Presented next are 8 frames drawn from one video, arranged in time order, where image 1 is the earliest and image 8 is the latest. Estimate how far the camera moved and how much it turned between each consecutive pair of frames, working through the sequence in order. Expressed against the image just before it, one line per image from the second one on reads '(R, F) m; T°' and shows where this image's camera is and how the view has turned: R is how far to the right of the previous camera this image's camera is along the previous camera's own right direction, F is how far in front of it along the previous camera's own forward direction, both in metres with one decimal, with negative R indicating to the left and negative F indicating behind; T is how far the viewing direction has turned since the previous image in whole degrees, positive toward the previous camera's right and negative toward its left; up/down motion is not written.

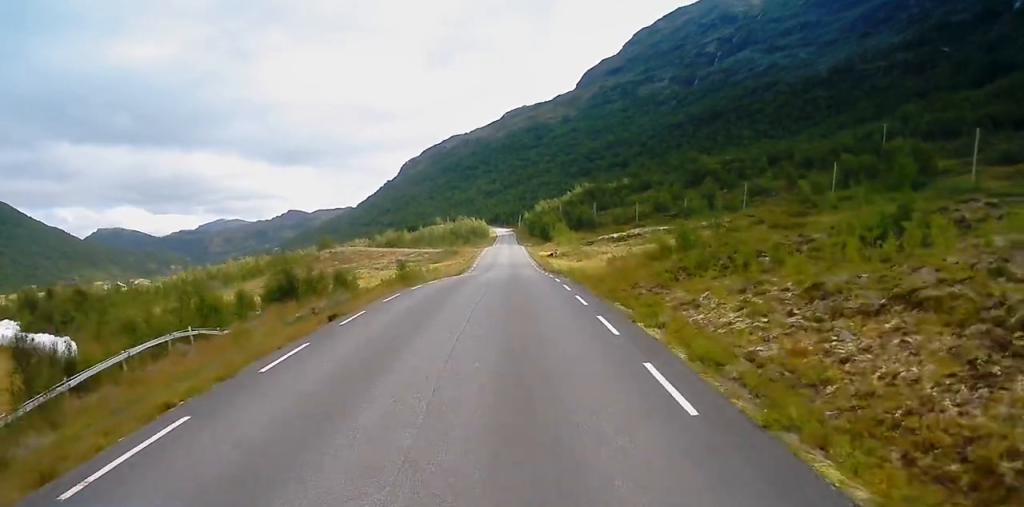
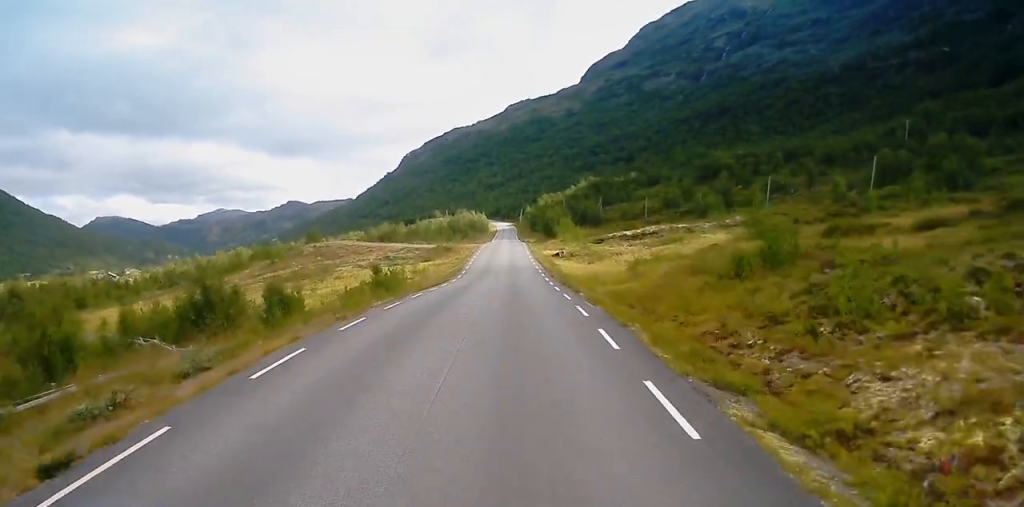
(-0.1, +12.7) m; -1°
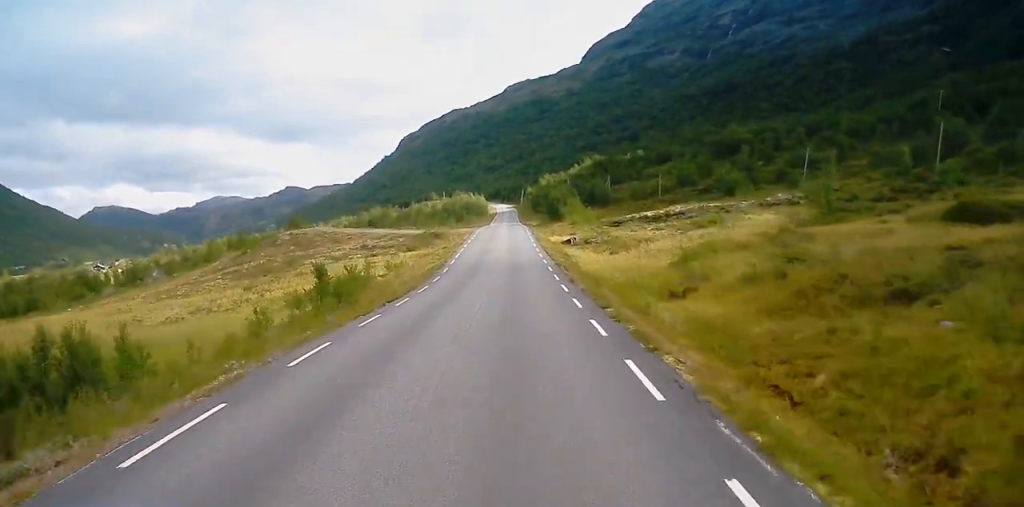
(-0.3, +16.7) m; -1°
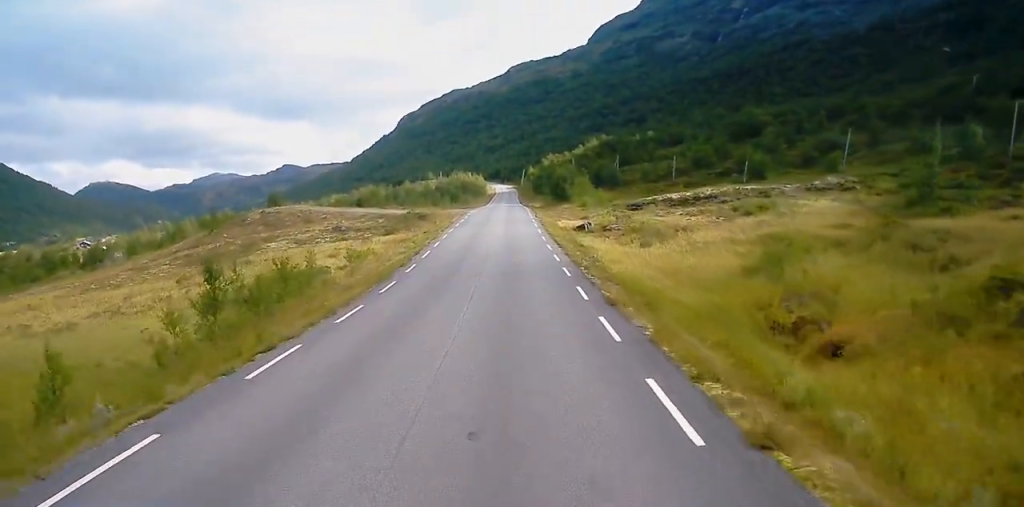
(0.0, +14.3) m; 0°
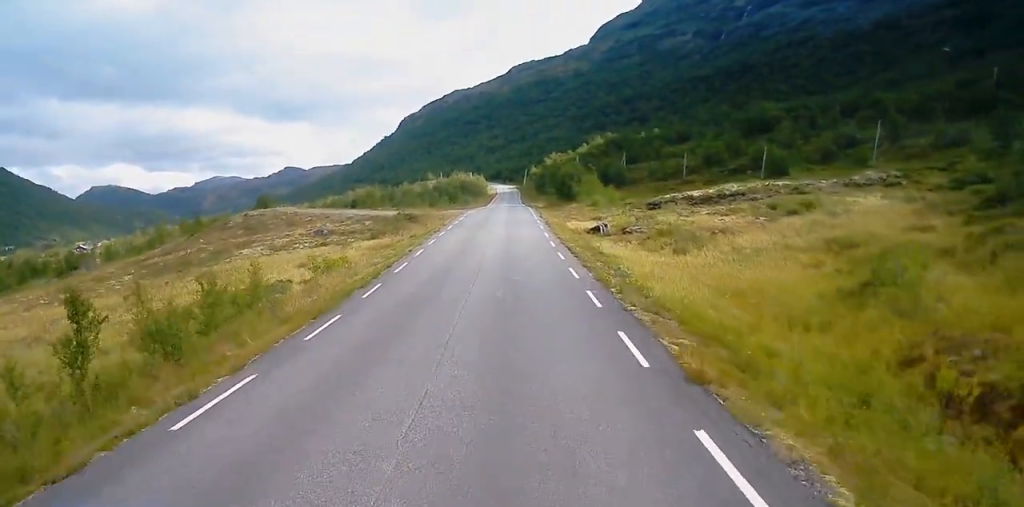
(0.0, +8.7) m; 0°
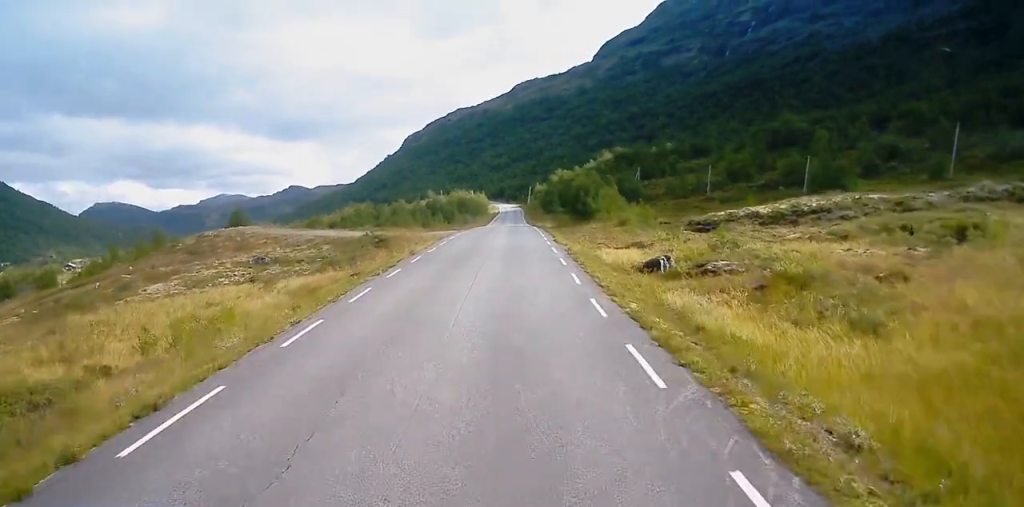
(+0.1, +19.0) m; 0°
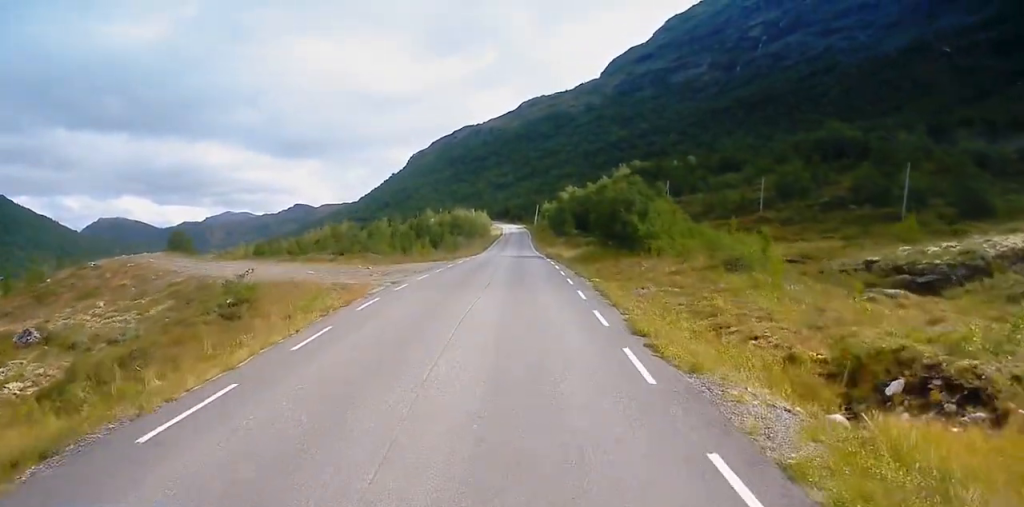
(0.0, +29.3) m; 0°
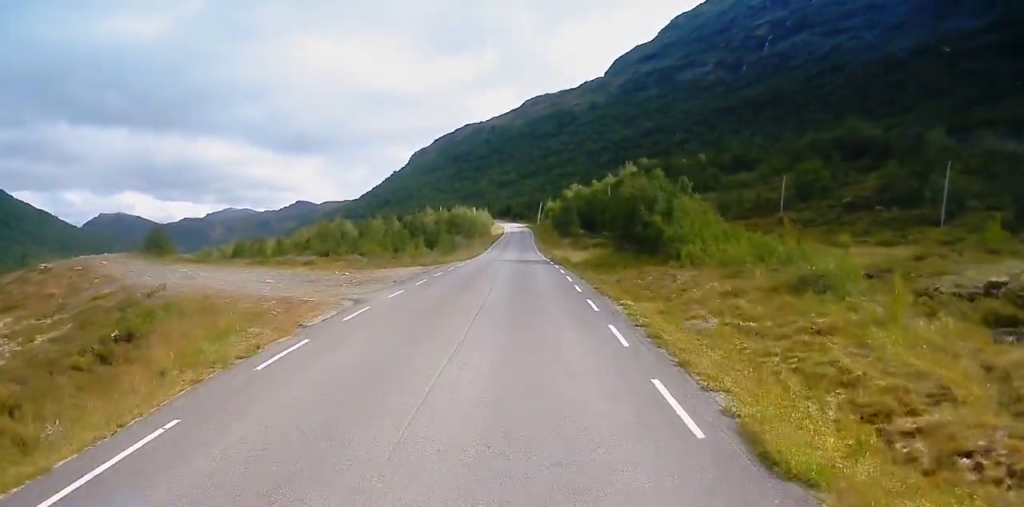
(+0.1, +8.0) m; 0°
